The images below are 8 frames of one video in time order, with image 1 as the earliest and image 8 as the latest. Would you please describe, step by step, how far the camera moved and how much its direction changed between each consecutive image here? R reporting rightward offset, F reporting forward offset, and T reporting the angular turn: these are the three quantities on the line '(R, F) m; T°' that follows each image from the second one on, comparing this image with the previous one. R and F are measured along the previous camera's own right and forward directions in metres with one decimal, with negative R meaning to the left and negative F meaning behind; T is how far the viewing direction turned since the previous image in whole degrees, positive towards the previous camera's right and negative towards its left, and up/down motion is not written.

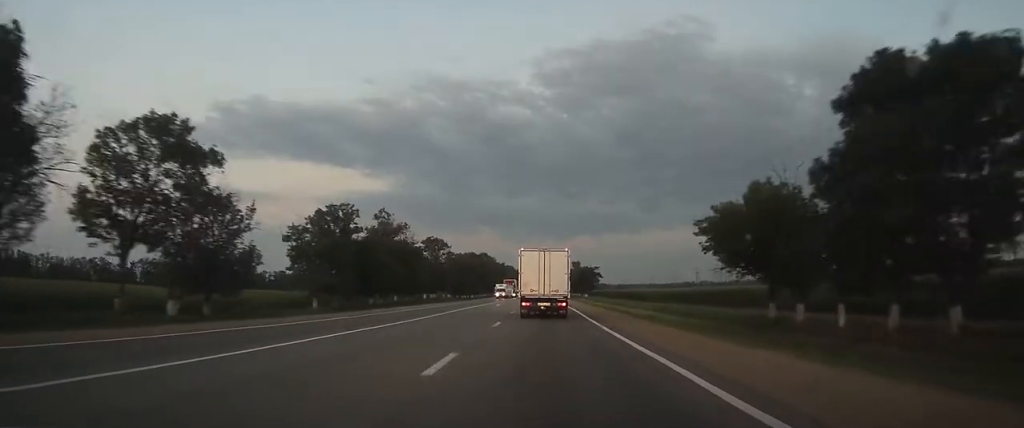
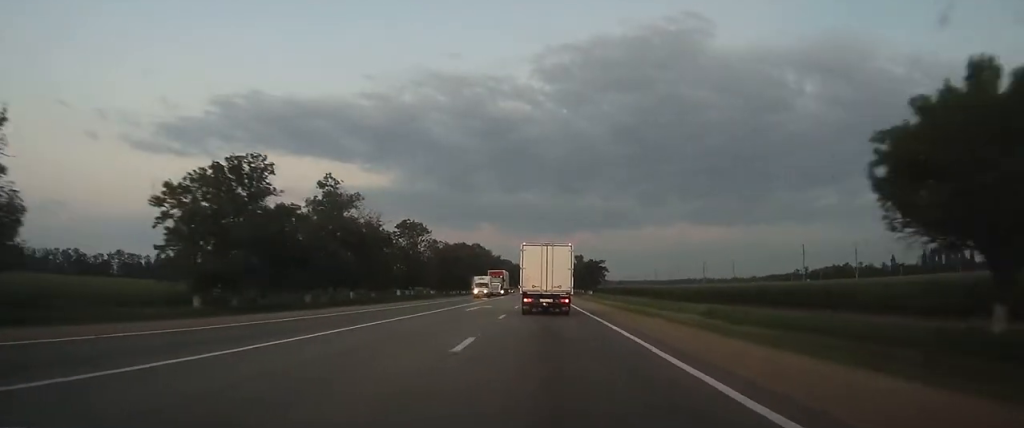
(+0.1, +21.6) m; 0°
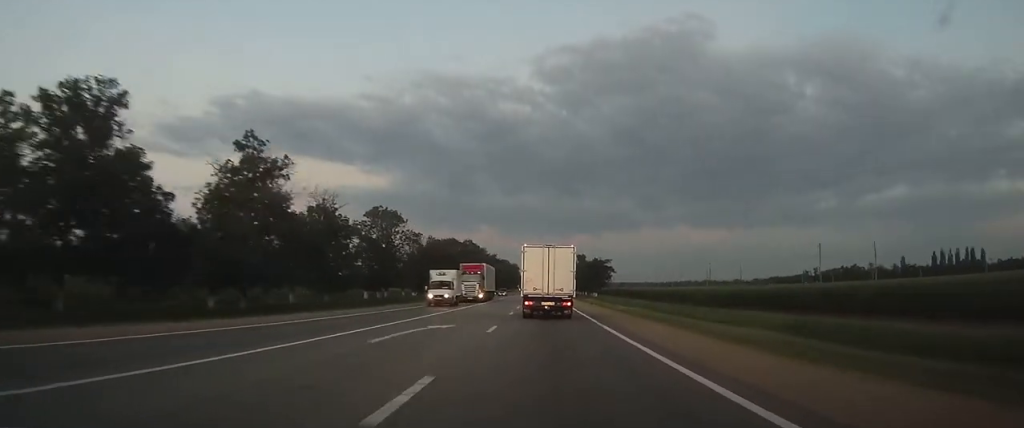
(0.0, +17.6) m; 0°
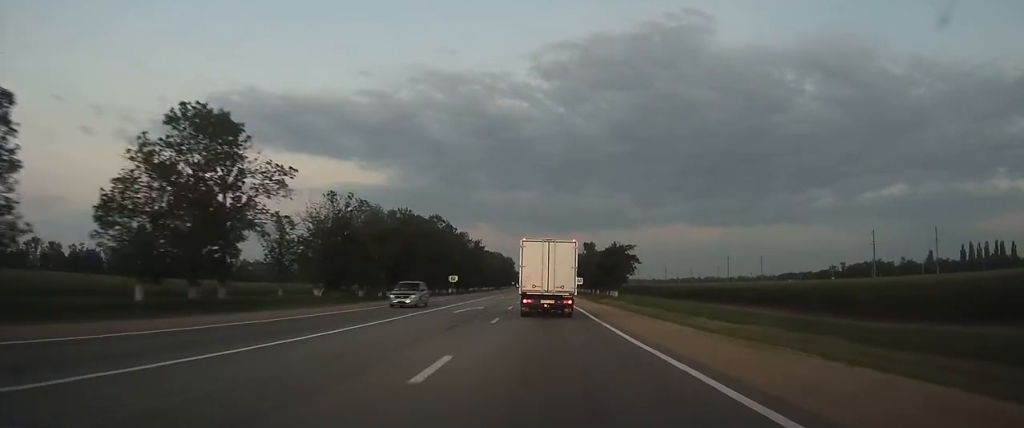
(0.0, +46.0) m; 0°
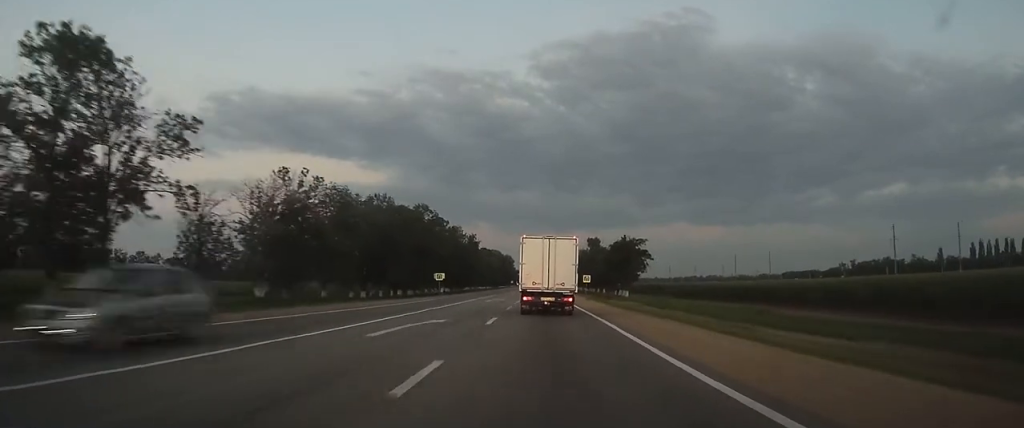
(0.0, +13.3) m; 0°
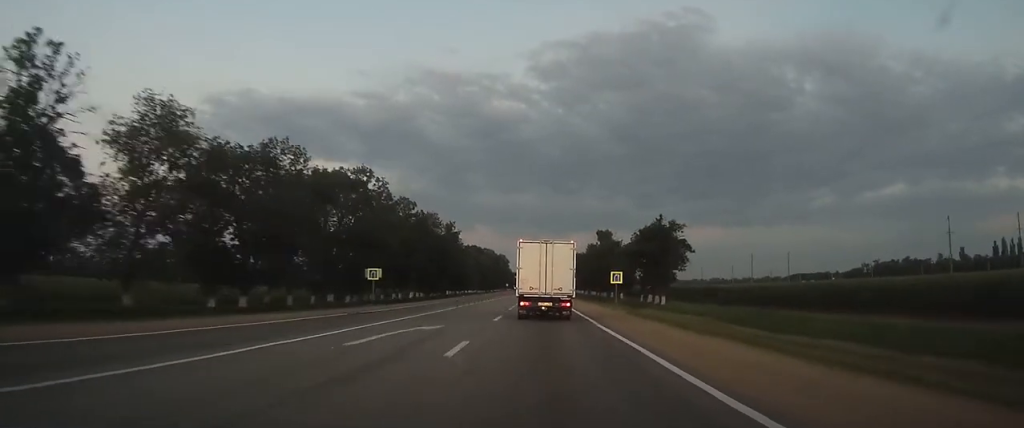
(-0.2, +31.8) m; -1°
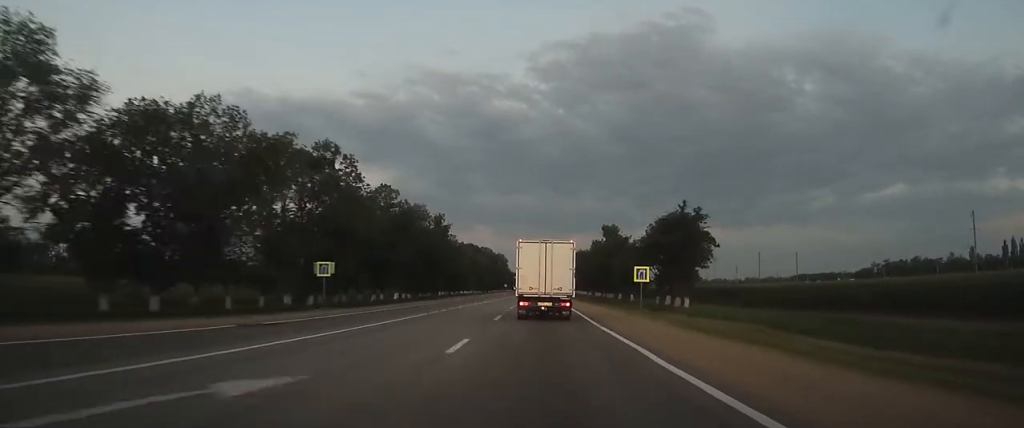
(0.0, +11.5) m; 0°
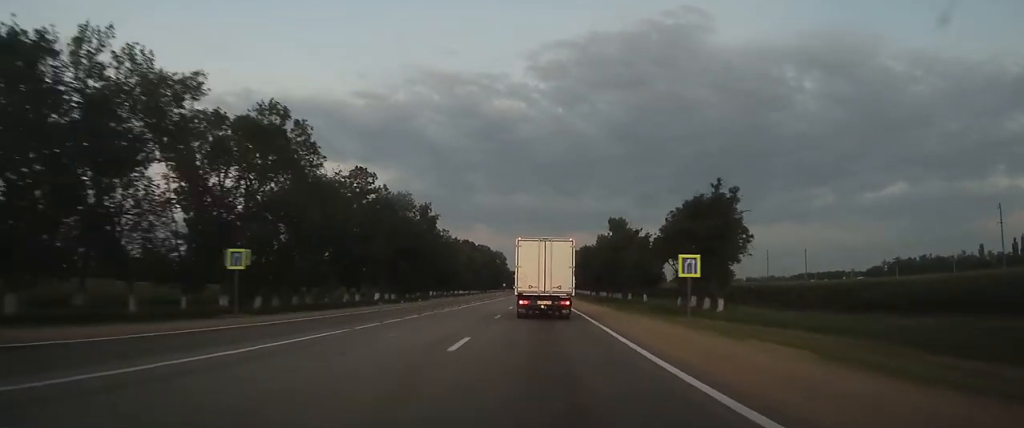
(0.0, +11.5) m; 0°
